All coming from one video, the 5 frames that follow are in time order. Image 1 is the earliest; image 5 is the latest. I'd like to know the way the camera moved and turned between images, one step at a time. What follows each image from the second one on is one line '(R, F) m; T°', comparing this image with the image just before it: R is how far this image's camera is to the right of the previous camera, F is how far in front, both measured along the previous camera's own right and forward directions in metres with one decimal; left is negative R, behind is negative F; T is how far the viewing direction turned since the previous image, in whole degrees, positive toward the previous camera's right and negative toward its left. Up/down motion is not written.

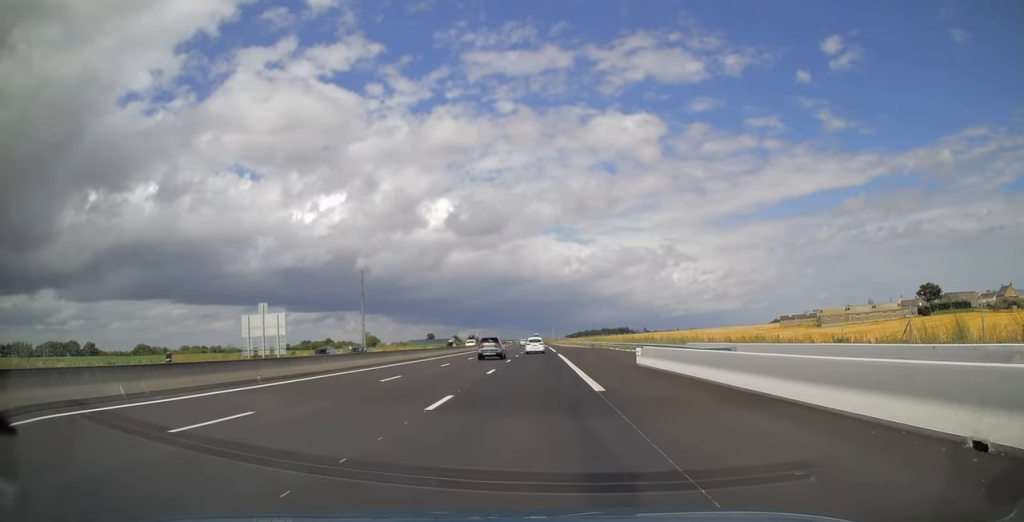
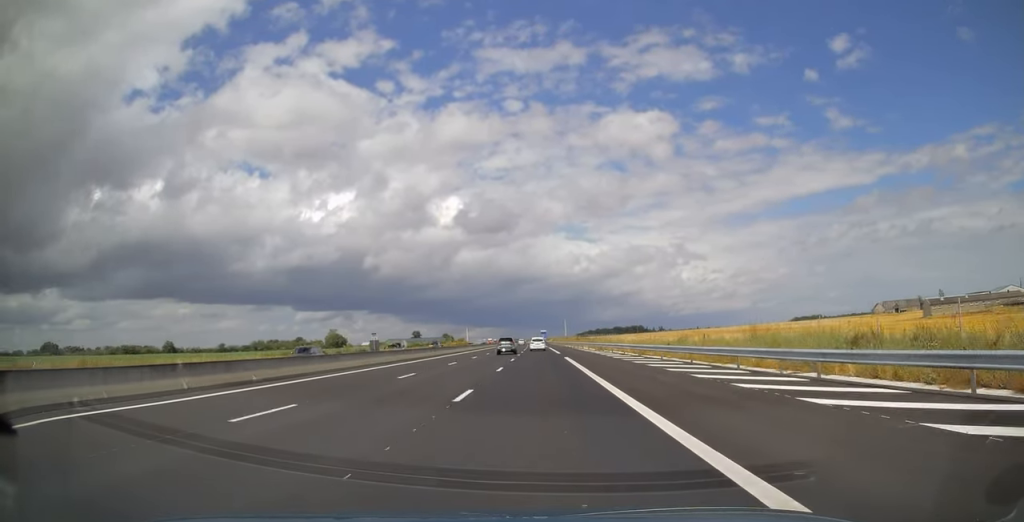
(-0.5, +116.3) m; -1°
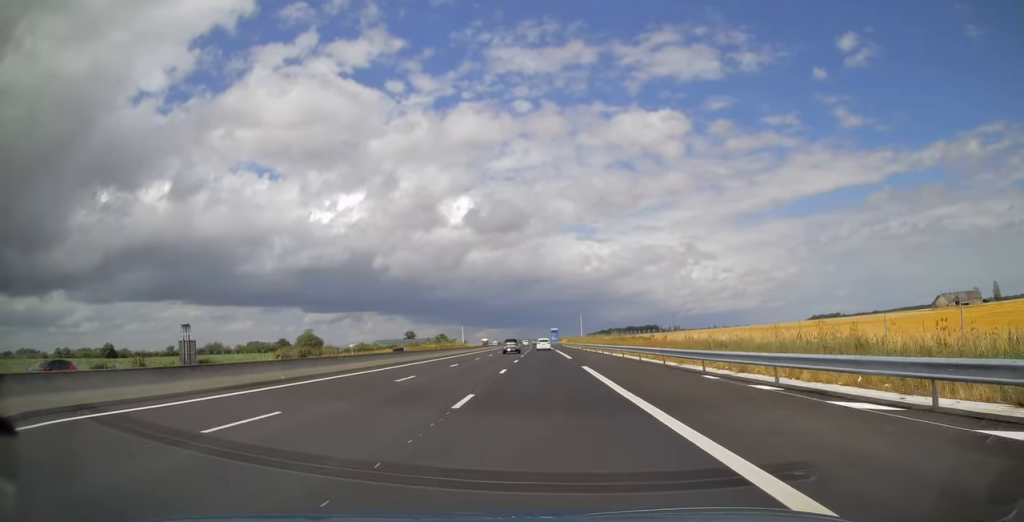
(-0.5, +67.0) m; -1°
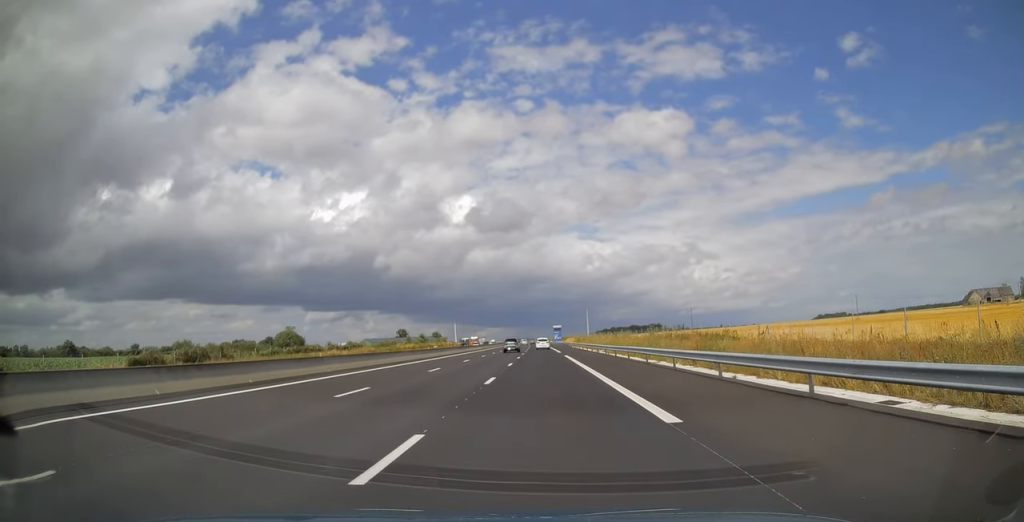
(+0.1, +32.9) m; 0°
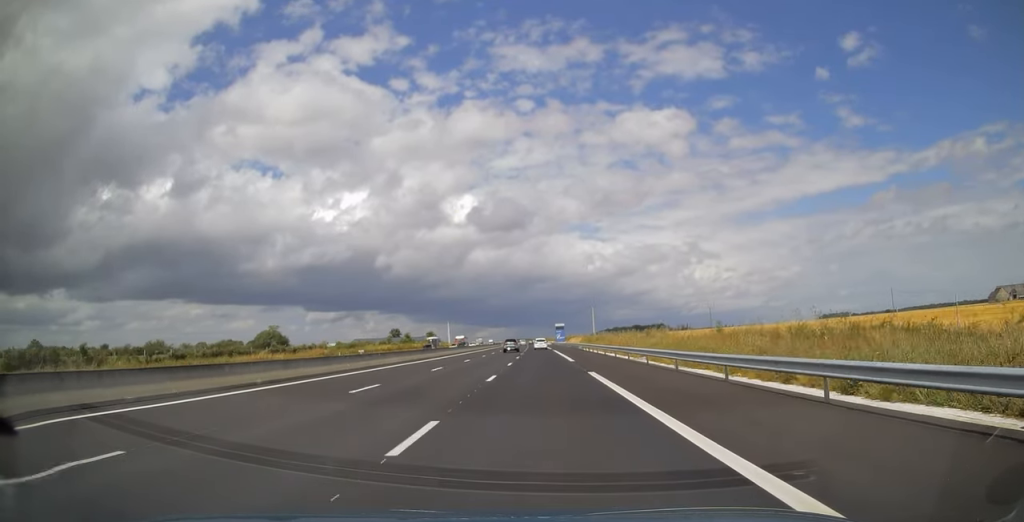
(0.0, +24.8) m; 0°
